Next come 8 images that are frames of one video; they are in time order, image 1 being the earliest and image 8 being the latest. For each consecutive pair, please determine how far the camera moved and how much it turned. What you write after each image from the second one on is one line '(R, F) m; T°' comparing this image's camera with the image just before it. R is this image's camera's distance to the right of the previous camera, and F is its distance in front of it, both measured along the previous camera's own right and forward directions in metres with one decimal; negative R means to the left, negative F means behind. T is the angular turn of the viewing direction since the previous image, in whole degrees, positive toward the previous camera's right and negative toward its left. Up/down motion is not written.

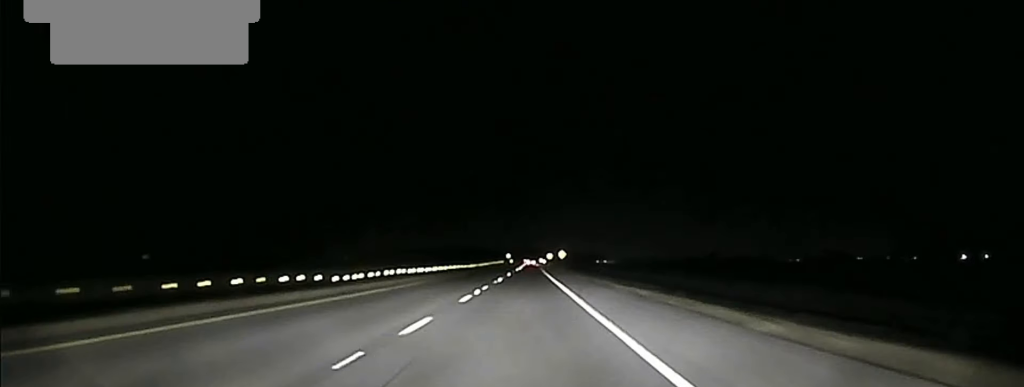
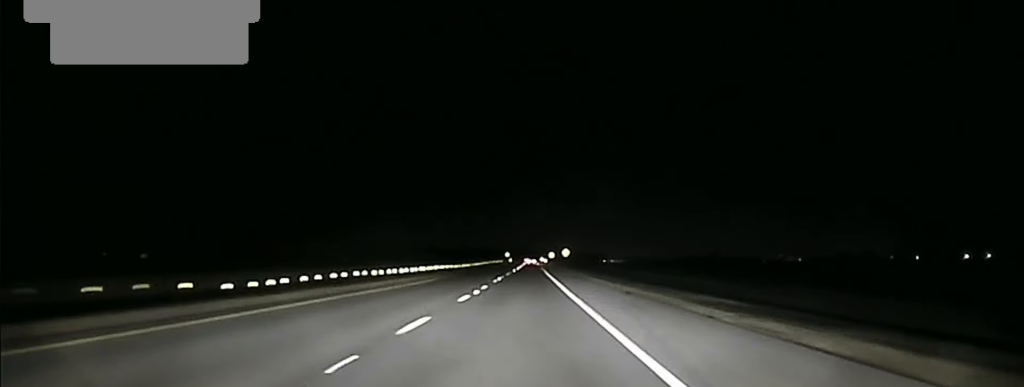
(+0.1, +23.9) m; 0°
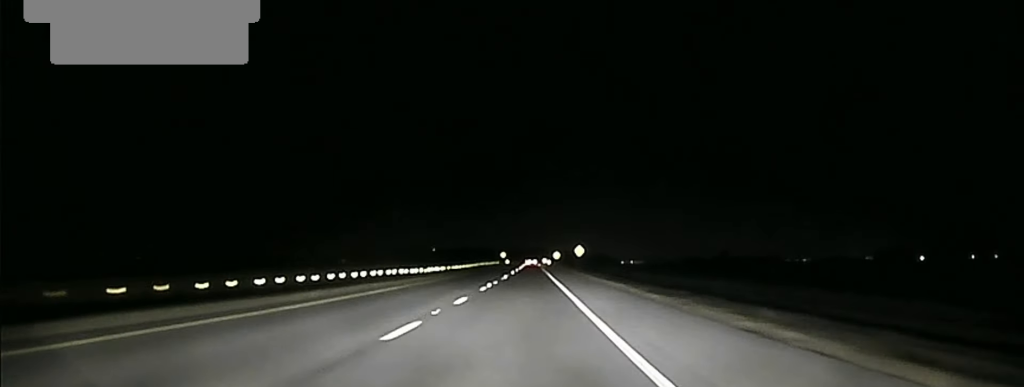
(-0.3, +63.6) m; 0°
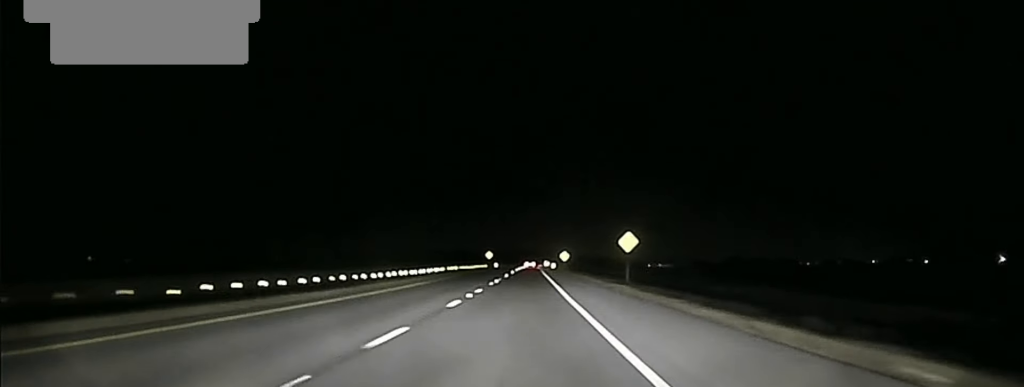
(+0.2, +86.0) m; 0°
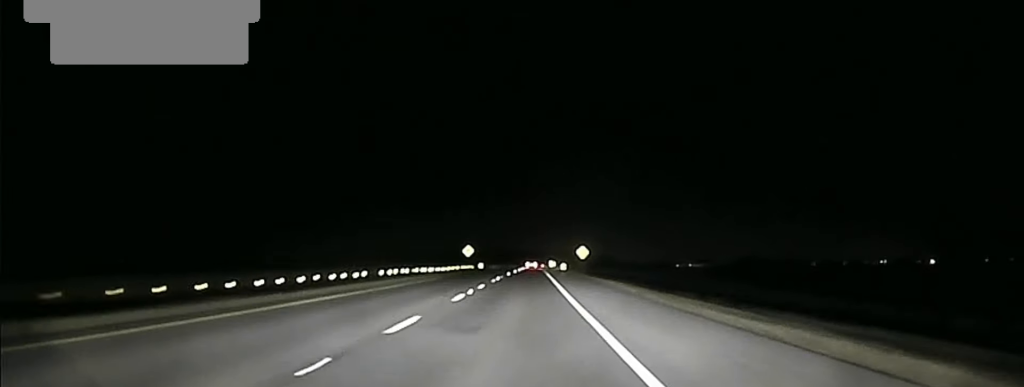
(+0.1, +64.2) m; 0°
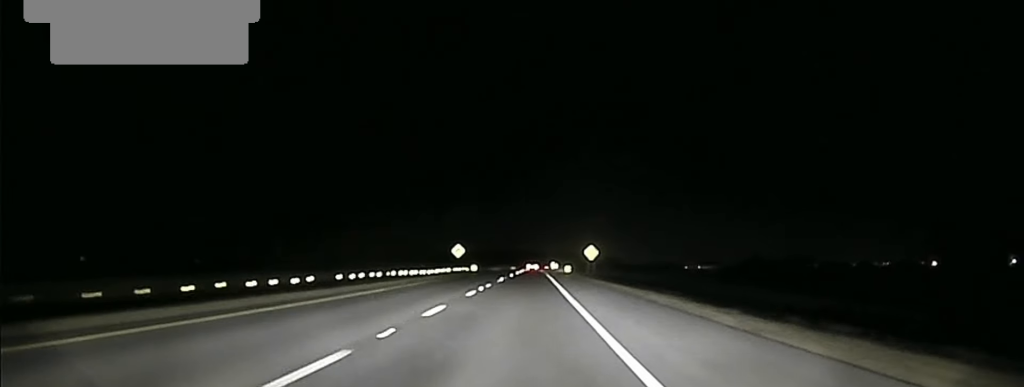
(0.0, +20.4) m; 0°
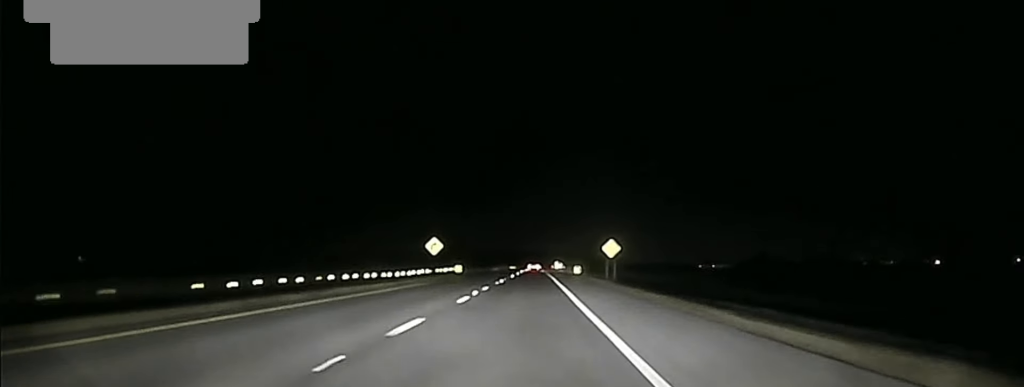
(0.0, +28.8) m; 0°
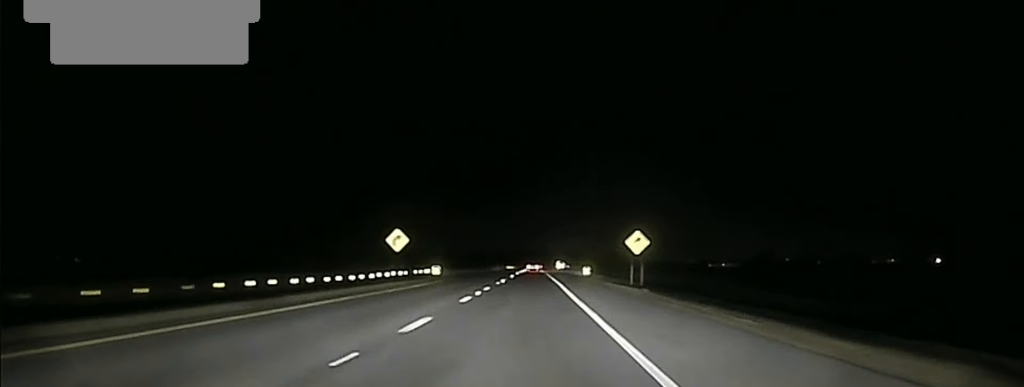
(0.0, +24.1) m; 0°
